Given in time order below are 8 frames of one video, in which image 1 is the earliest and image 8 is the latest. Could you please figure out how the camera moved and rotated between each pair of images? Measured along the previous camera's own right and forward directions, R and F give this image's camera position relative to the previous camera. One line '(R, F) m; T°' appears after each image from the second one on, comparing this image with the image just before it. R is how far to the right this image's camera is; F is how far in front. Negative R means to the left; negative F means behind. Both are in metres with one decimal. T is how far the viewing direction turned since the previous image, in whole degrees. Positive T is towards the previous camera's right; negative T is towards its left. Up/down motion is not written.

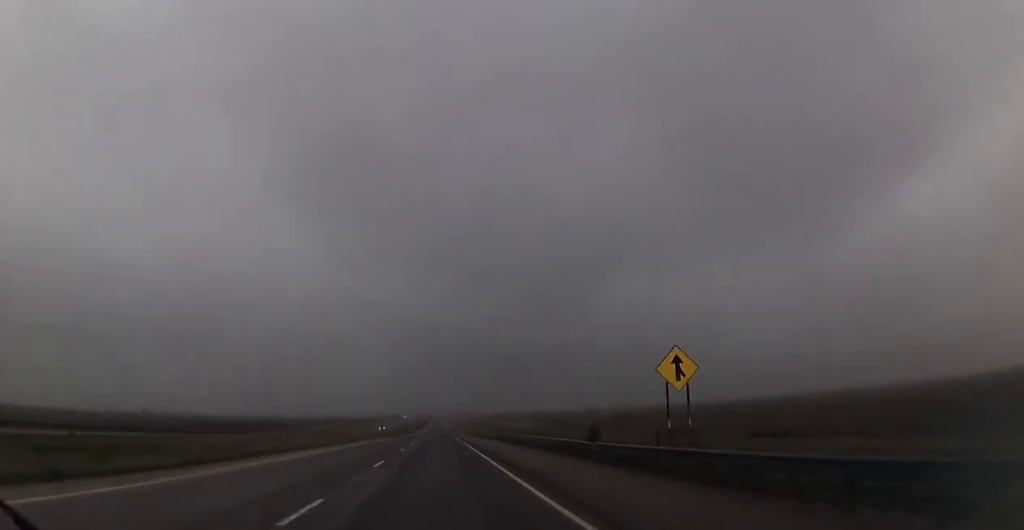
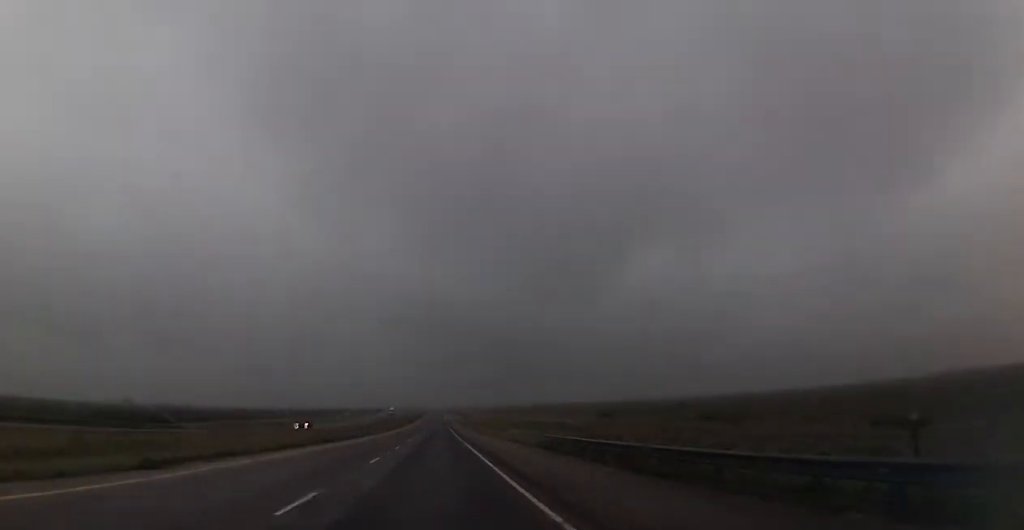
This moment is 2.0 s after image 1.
(+0.1, +71.8) m; +1°
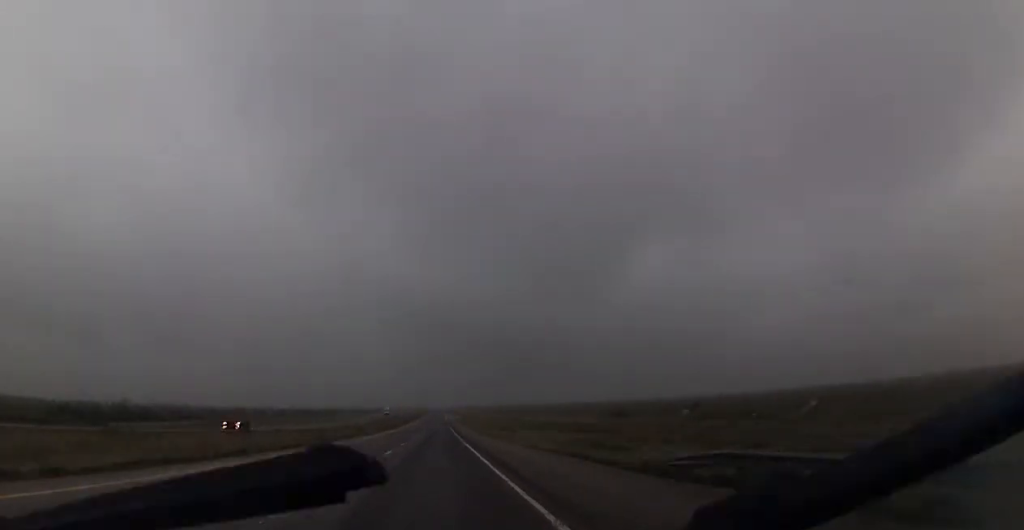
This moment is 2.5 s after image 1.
(0.0, +18.3) m; 0°
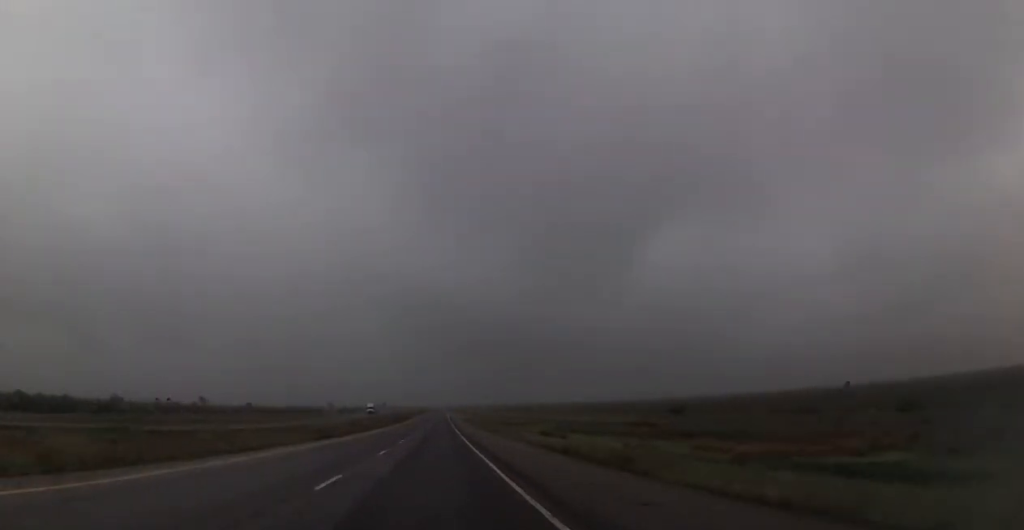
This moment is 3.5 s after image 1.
(-0.1, +39.1) m; -1°
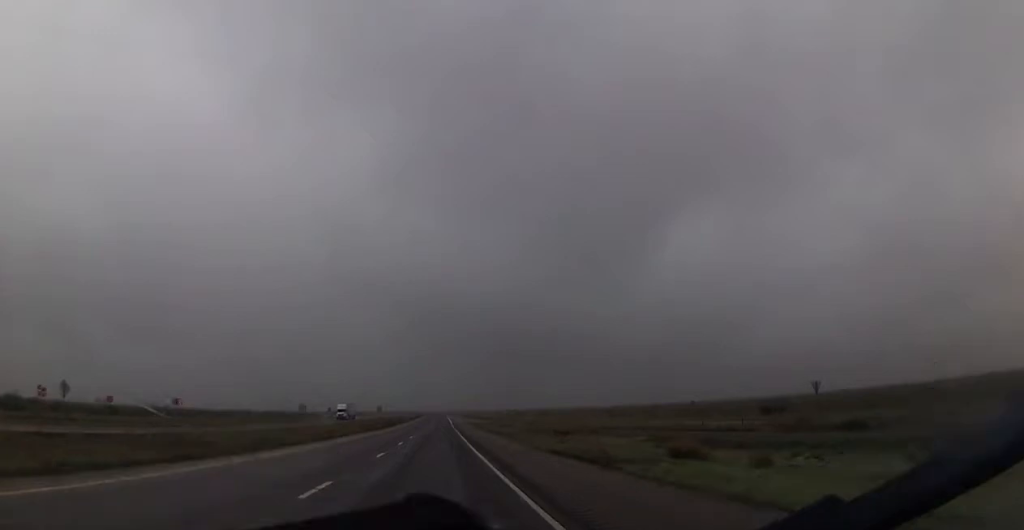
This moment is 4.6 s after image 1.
(-0.3, +37.8) m; 0°
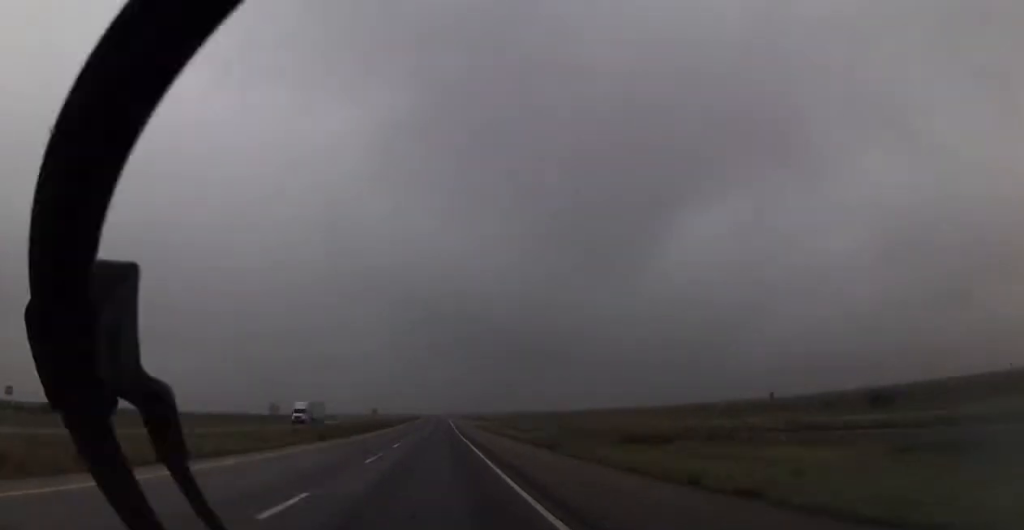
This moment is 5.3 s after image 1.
(-0.1, +26.7) m; 0°
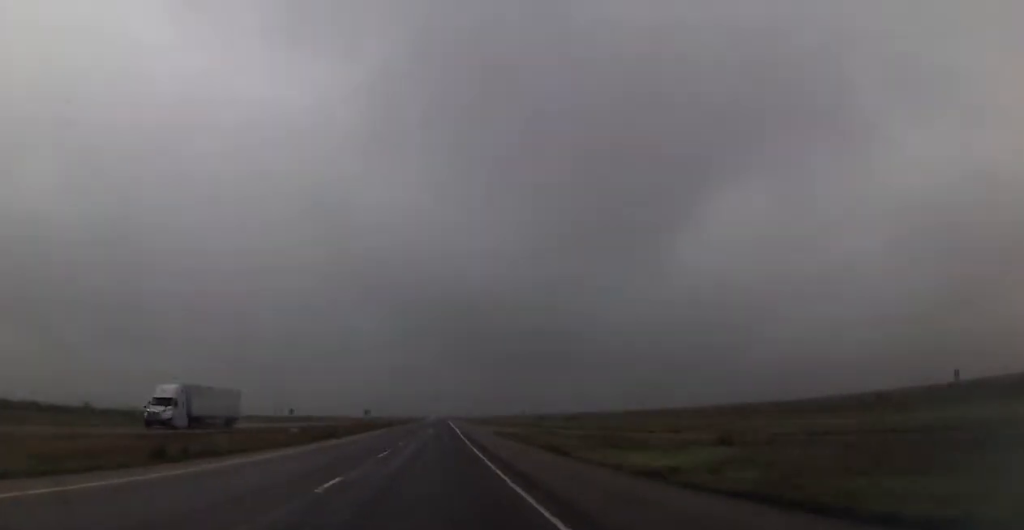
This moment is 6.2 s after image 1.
(+0.2, +32.6) m; 0°
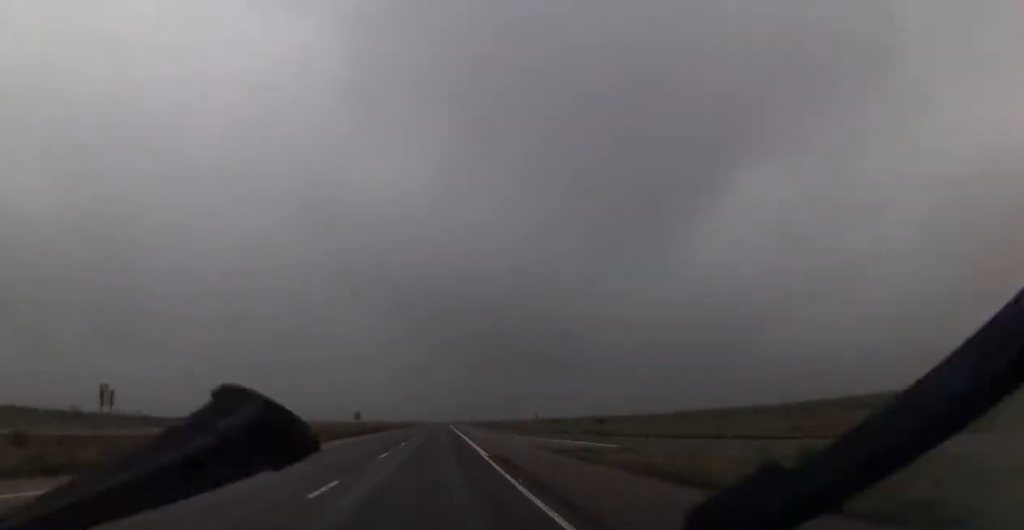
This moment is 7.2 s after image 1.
(0.0, +37.4) m; 0°
